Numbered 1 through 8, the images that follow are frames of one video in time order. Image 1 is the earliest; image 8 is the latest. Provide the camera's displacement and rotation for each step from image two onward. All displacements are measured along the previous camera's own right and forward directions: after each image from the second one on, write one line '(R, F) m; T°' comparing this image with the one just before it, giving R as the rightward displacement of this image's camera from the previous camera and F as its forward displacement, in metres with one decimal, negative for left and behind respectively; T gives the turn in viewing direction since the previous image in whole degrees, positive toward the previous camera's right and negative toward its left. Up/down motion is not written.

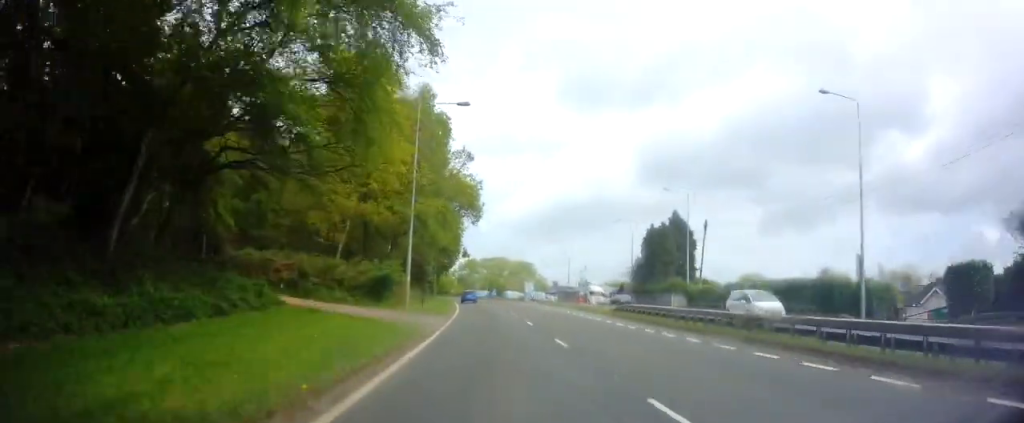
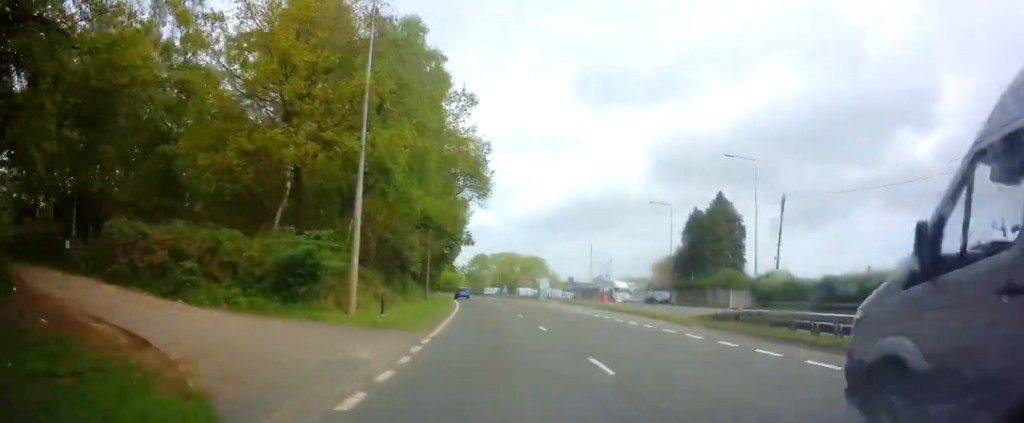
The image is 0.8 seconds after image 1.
(-0.1, +13.3) m; 0°
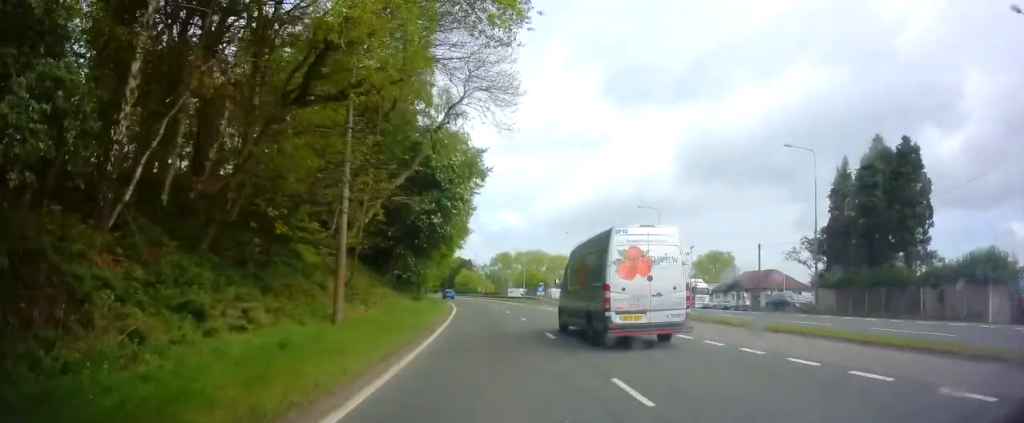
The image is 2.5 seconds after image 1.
(-0.6, +28.2) m; -3°
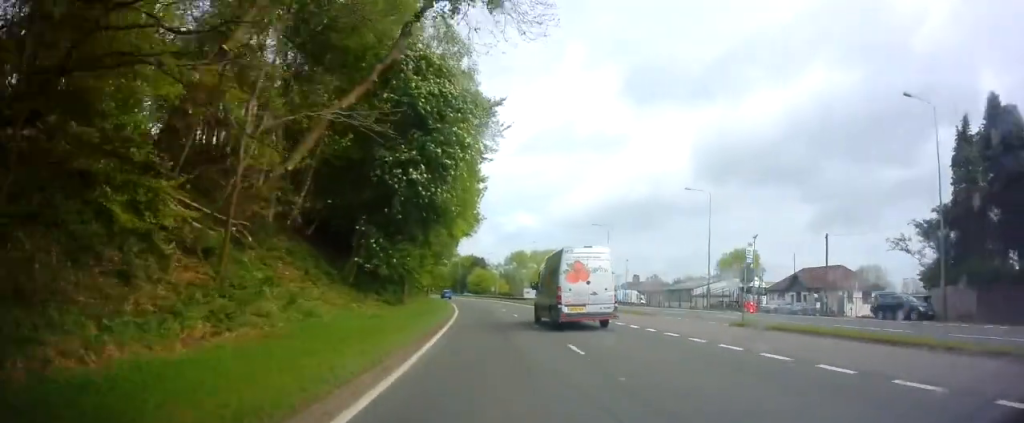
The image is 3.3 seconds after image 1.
(-0.1, +12.4) m; -1°
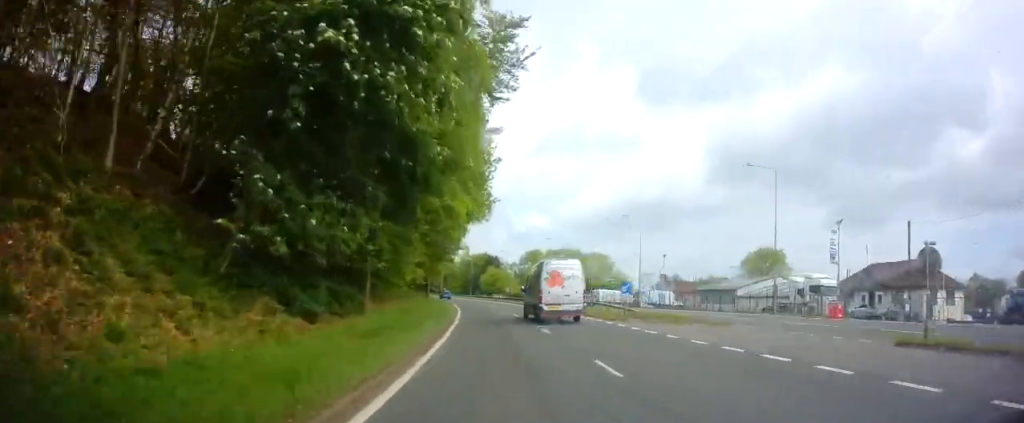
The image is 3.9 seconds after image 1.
(0.0, +11.5) m; -1°
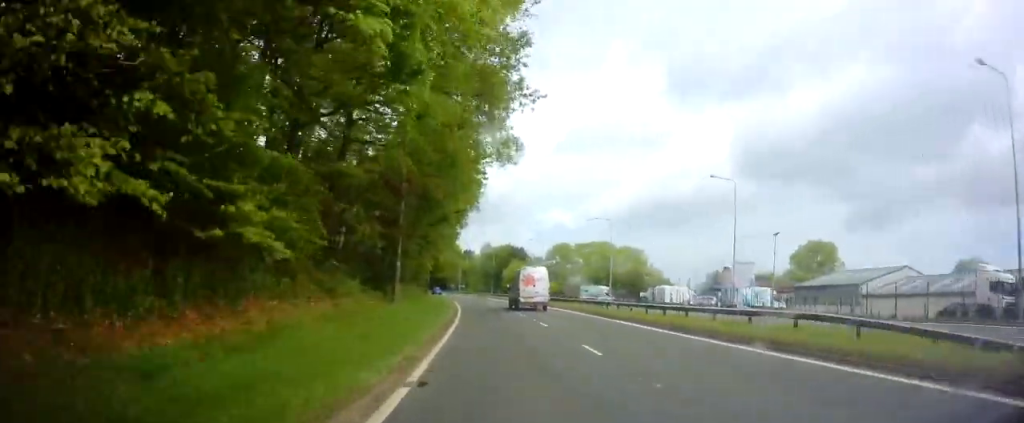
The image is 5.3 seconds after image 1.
(-0.8, +23.7) m; -3°
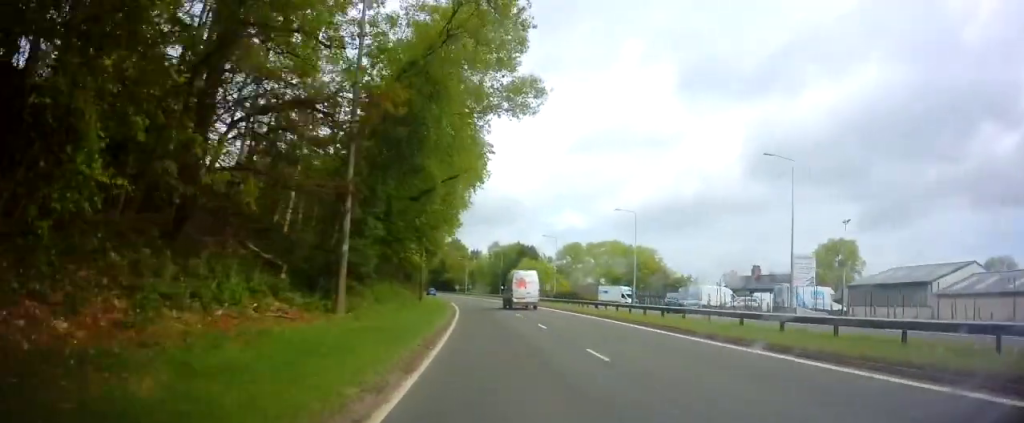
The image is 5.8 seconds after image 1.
(+0.1, +9.2) m; -1°
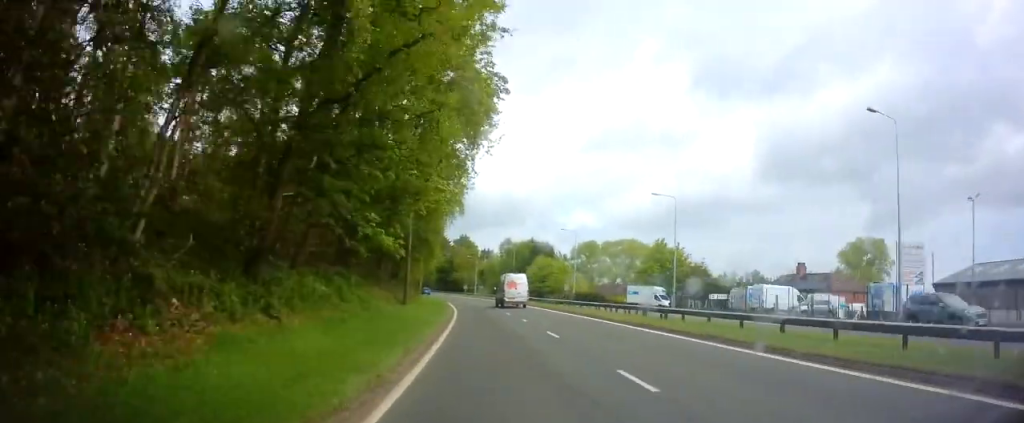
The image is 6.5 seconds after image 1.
(-0.4, +11.7) m; -1°
